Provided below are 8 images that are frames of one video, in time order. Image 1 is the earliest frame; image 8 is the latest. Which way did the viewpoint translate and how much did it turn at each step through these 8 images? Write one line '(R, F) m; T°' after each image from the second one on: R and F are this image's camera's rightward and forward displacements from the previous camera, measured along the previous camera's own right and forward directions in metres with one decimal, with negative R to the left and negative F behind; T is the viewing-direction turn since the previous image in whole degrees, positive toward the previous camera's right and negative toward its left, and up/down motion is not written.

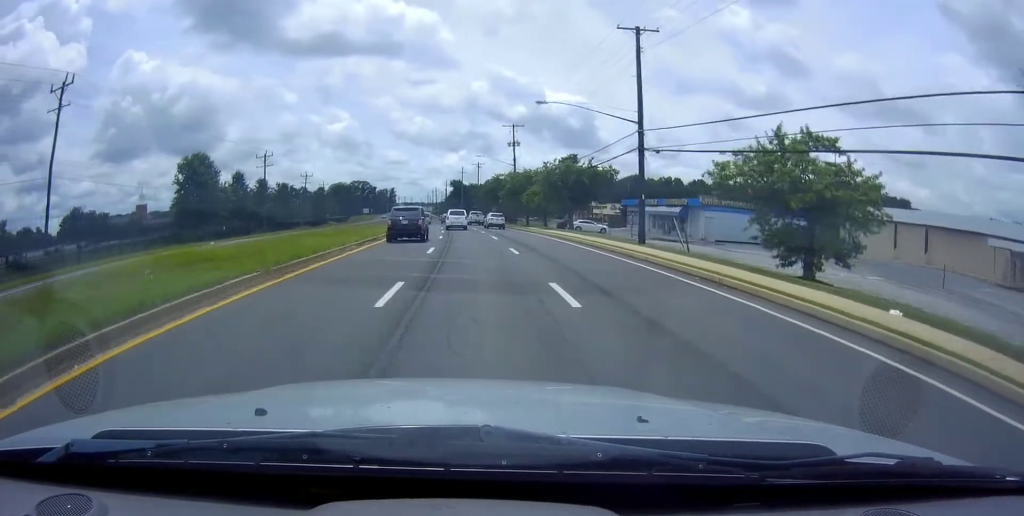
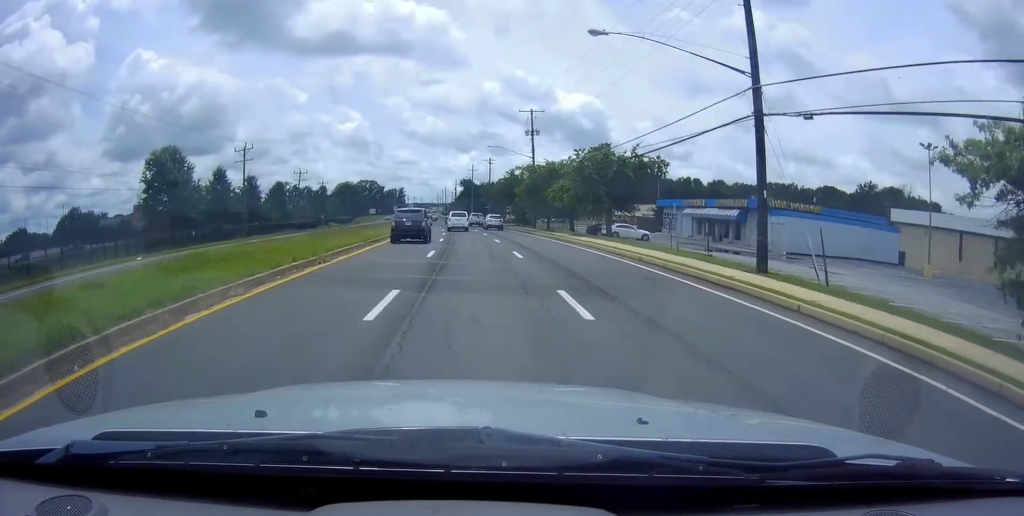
(-0.2, +13.4) m; -2°
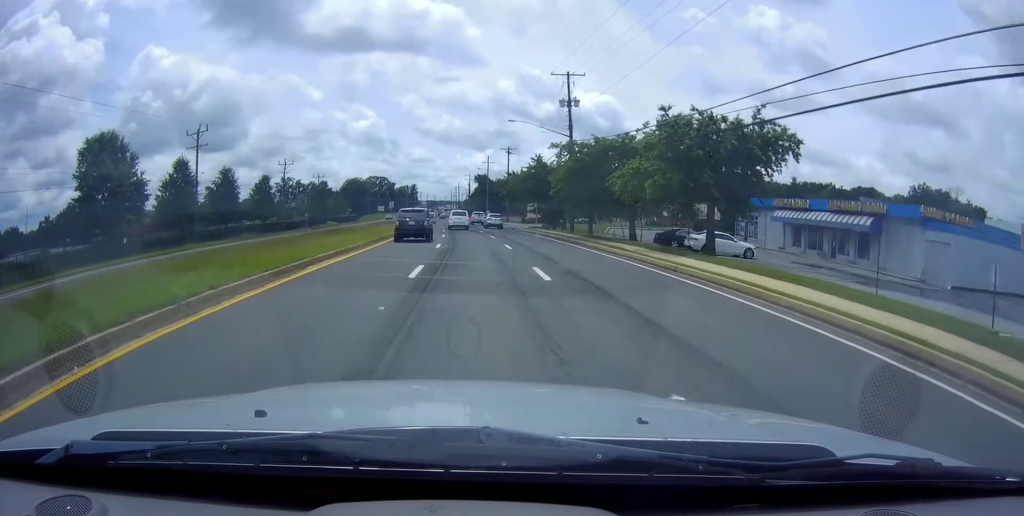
(-0.4, +19.9) m; -2°
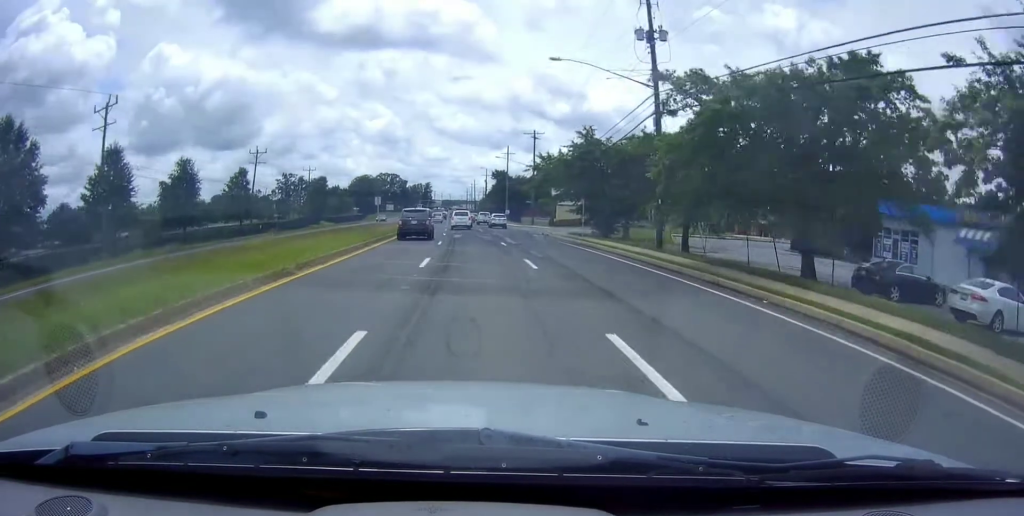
(-0.1, +22.5) m; -1°
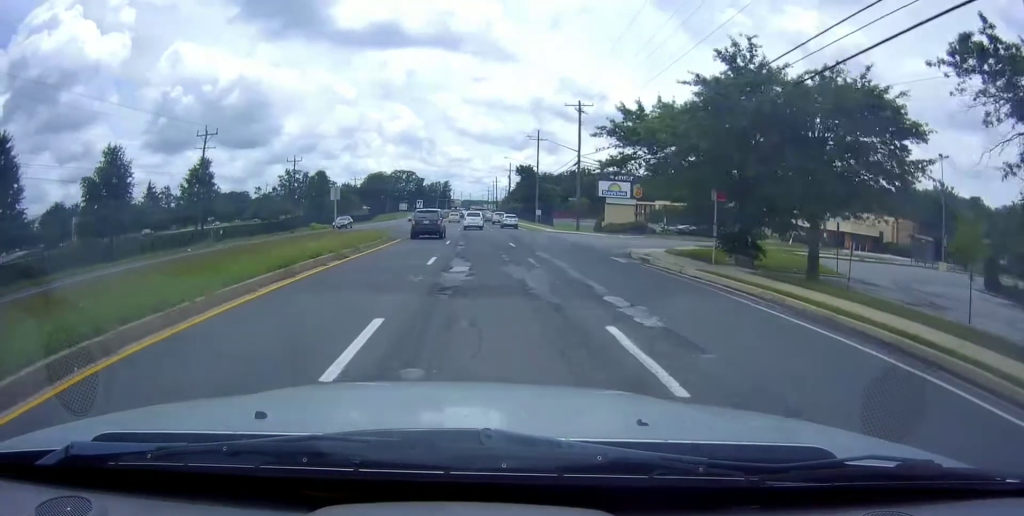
(-0.3, +24.1) m; -1°
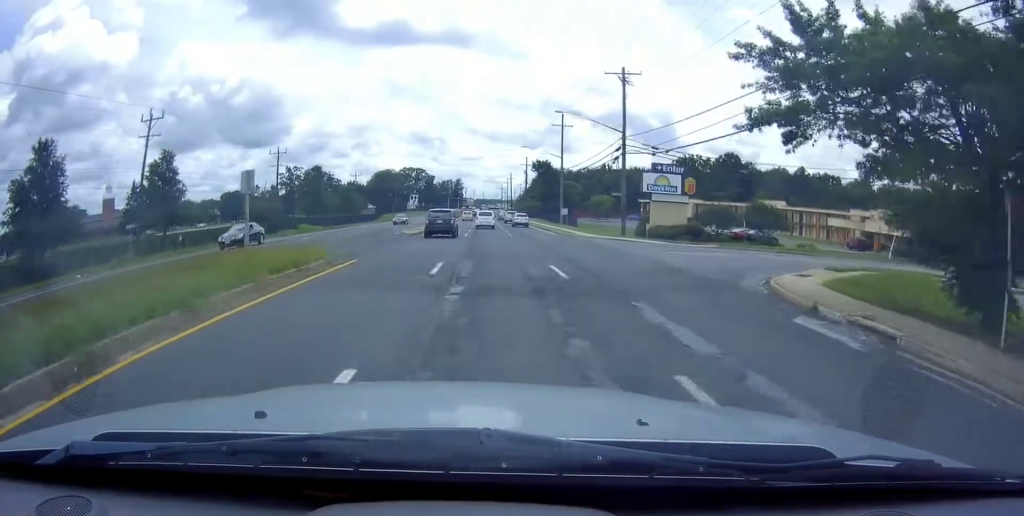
(-0.1, +15.2) m; 0°
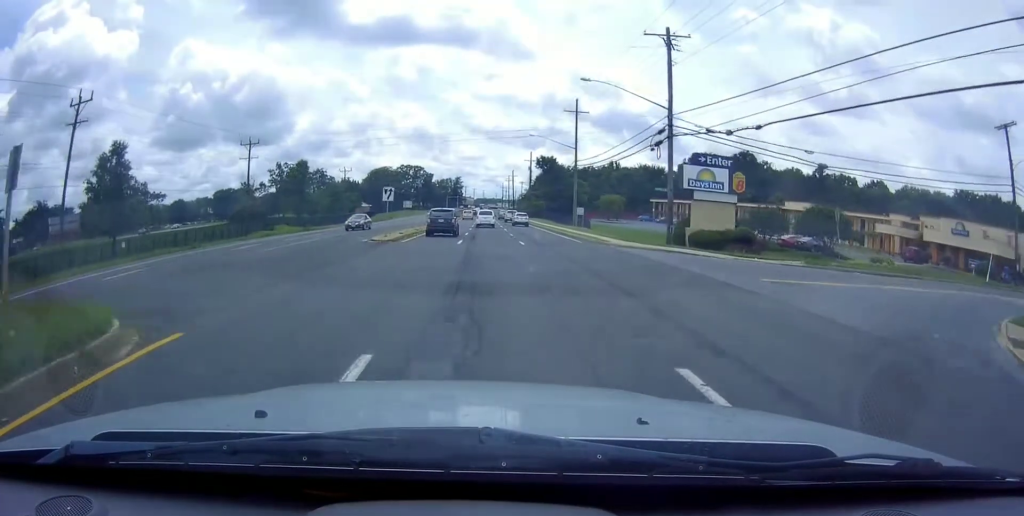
(0.0, +12.0) m; 0°
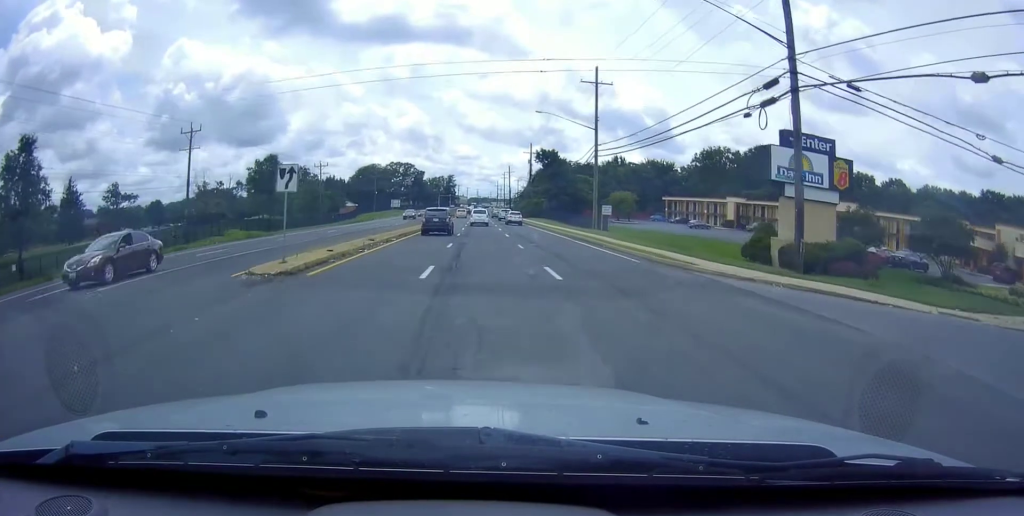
(0.0, +16.3) m; -1°
